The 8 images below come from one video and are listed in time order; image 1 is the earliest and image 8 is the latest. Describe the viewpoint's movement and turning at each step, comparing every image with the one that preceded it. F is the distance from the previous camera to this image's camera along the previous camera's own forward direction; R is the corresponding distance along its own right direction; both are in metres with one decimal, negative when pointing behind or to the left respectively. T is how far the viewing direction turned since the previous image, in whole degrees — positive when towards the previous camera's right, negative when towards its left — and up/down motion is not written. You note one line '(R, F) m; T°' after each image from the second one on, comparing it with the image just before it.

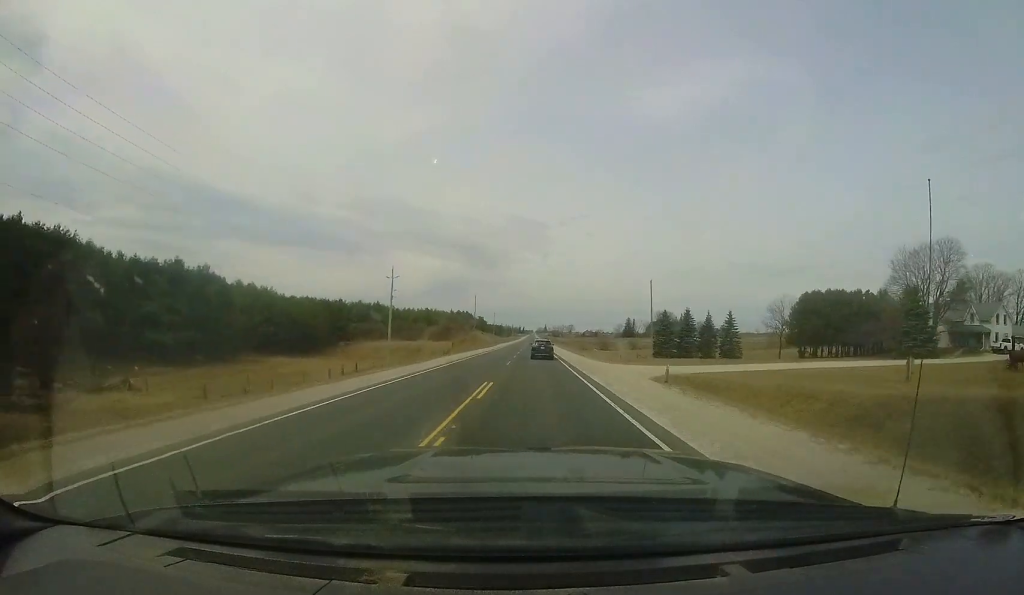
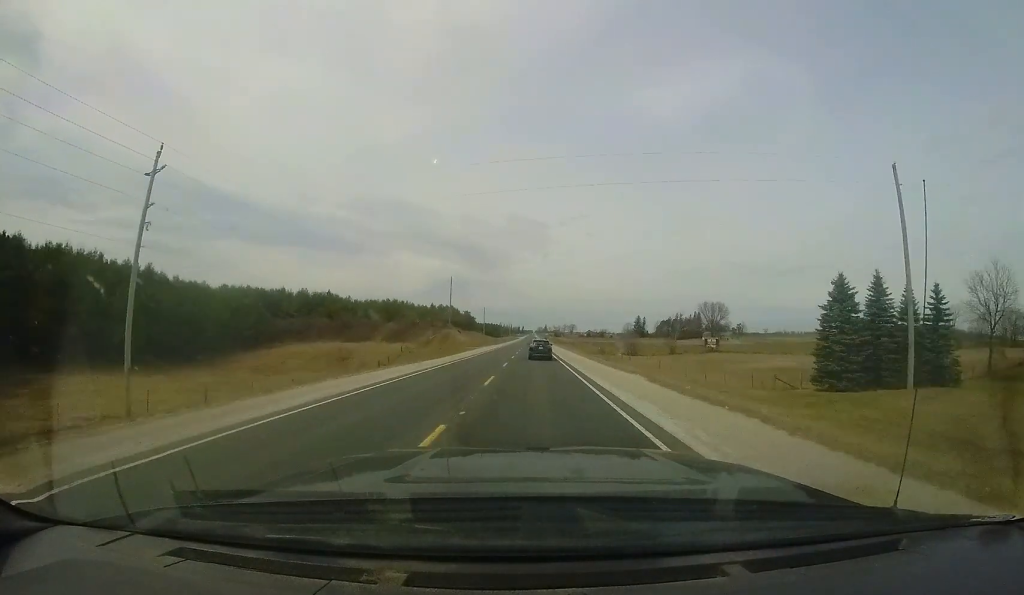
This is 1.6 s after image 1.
(-0.7, +37.2) m; -2°
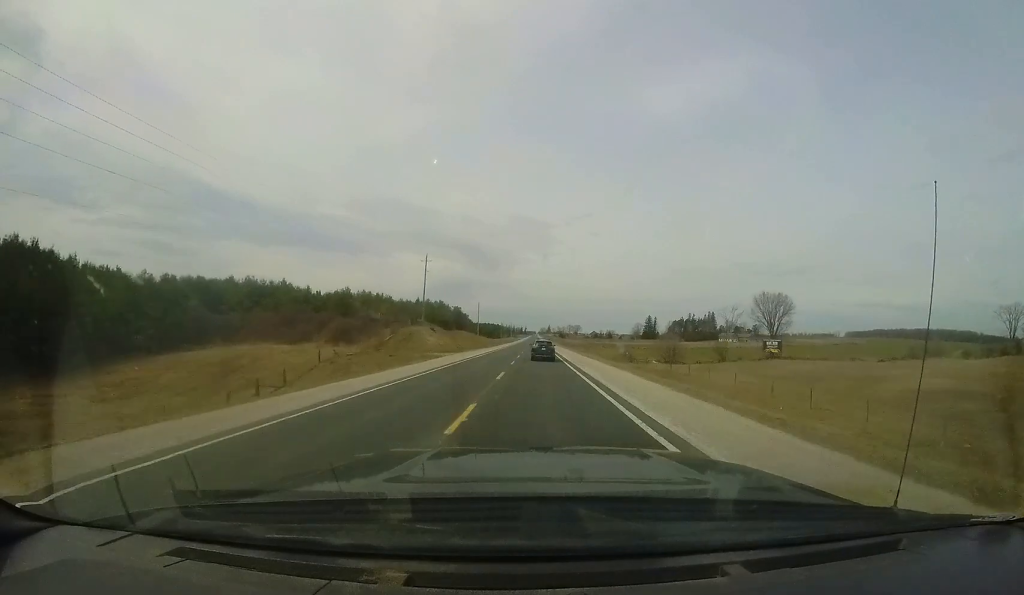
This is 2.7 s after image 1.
(-0.2, +24.4) m; 0°
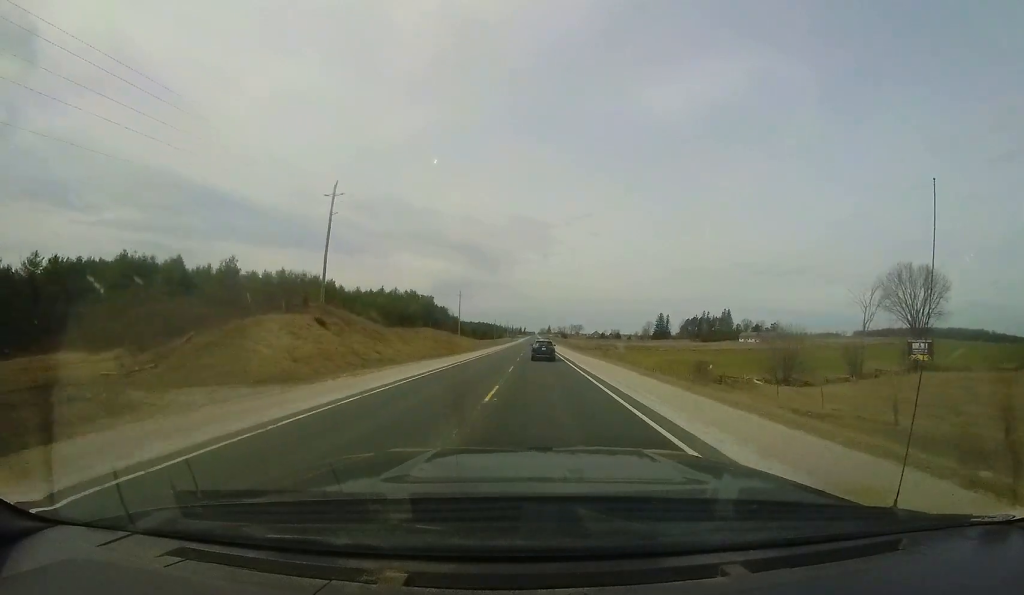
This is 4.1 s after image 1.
(-0.1, +32.2) m; 0°
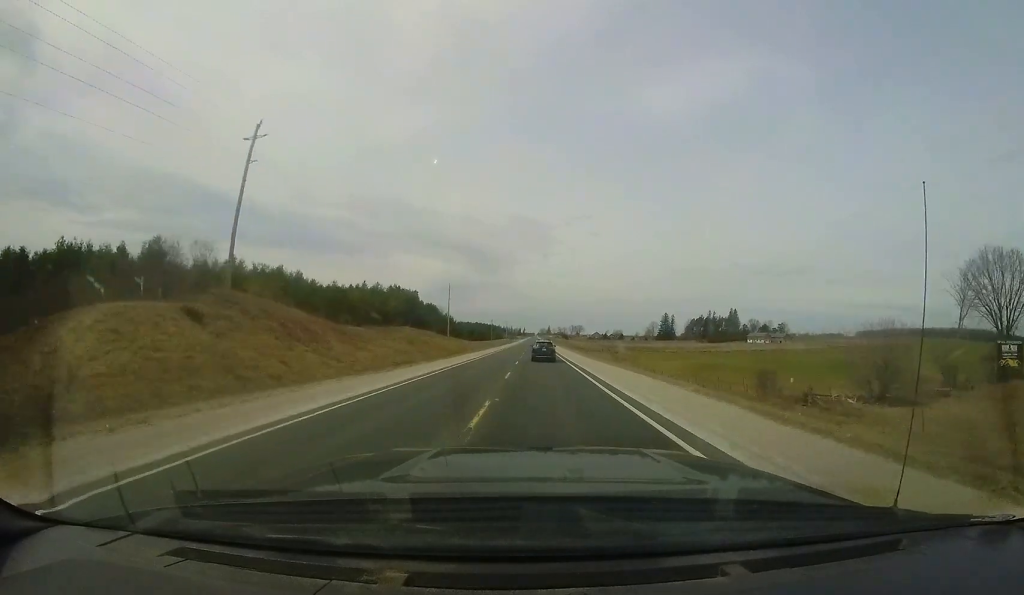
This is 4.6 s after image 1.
(+0.1, +11.8) m; +1°
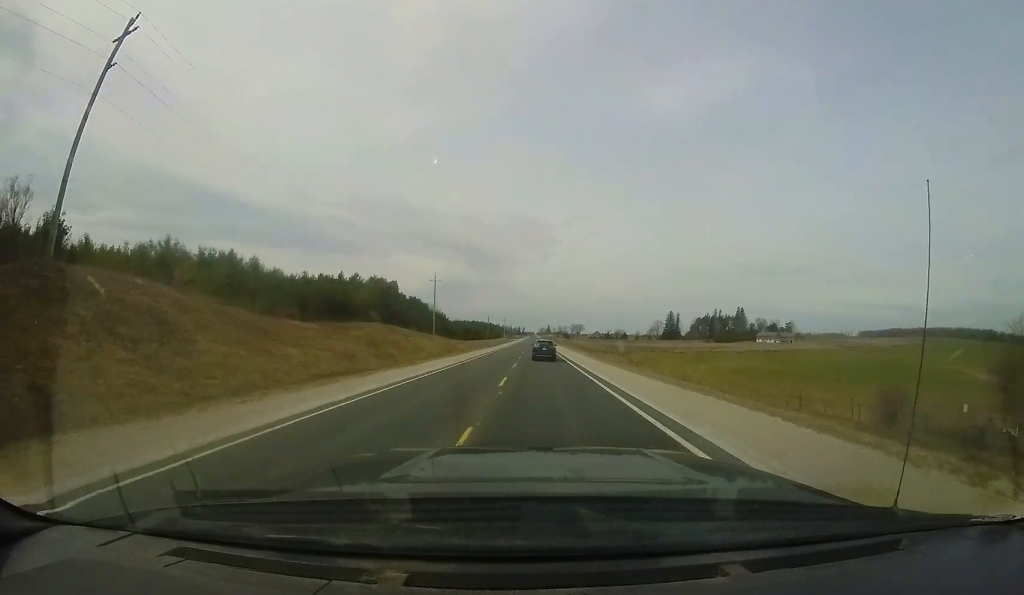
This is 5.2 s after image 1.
(0.0, +11.9) m; +1°
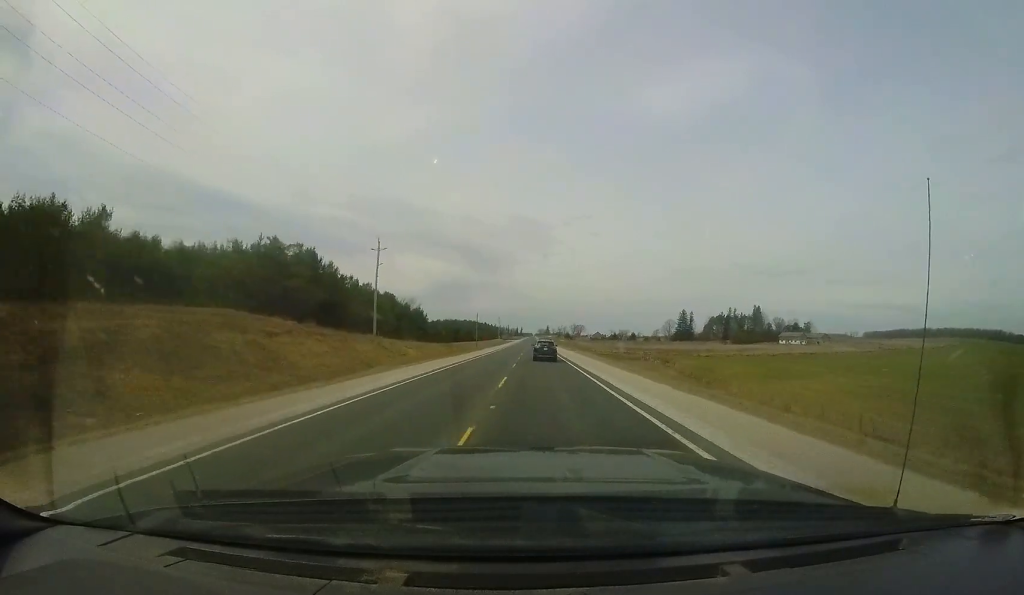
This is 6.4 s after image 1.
(+0.3, +26.7) m; 0°
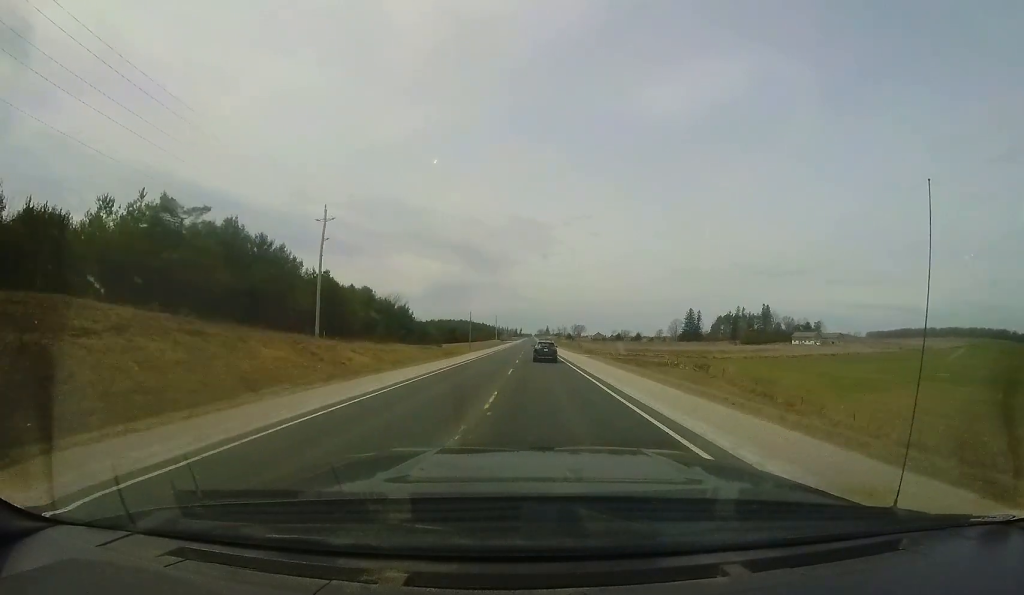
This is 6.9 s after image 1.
(0.0, +12.6) m; 0°
